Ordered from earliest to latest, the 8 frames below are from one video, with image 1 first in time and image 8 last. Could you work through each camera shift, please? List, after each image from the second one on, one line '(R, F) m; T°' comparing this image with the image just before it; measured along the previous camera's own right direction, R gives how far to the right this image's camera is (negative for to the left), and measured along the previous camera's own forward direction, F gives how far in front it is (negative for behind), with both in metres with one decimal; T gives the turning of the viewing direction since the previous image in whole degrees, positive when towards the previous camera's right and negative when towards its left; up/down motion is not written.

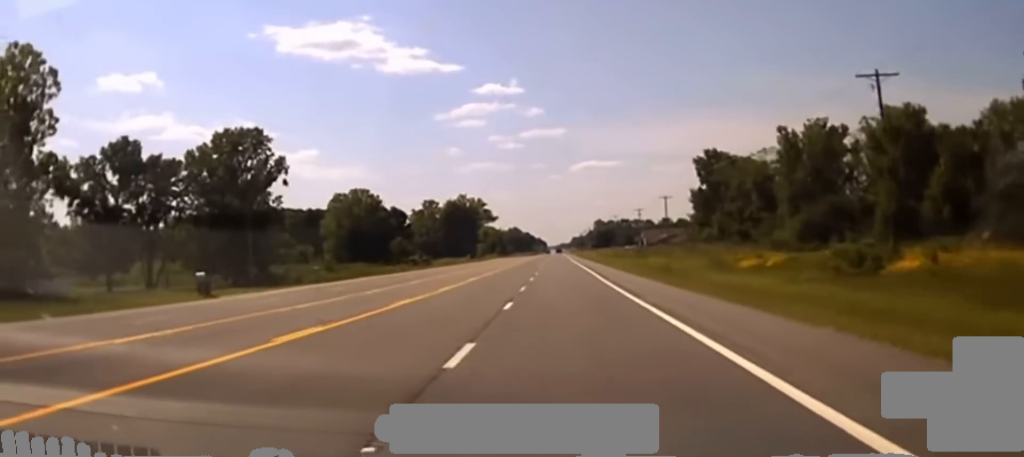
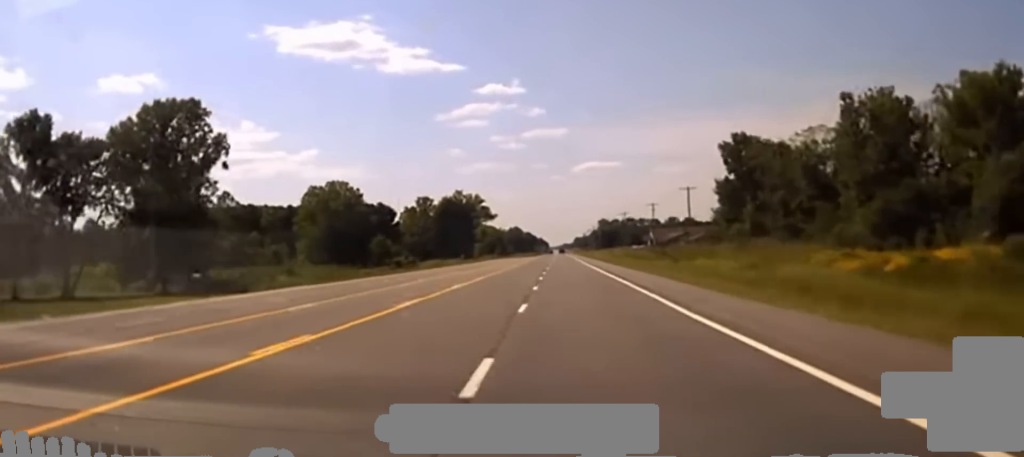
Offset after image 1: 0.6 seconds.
(-0.1, +30.9) m; 0°
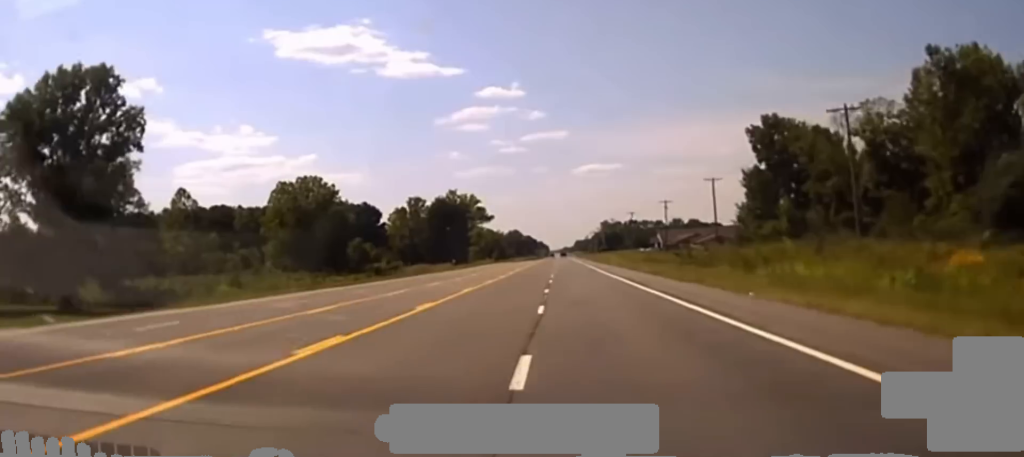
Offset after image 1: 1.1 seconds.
(-0.1, +26.7) m; 0°
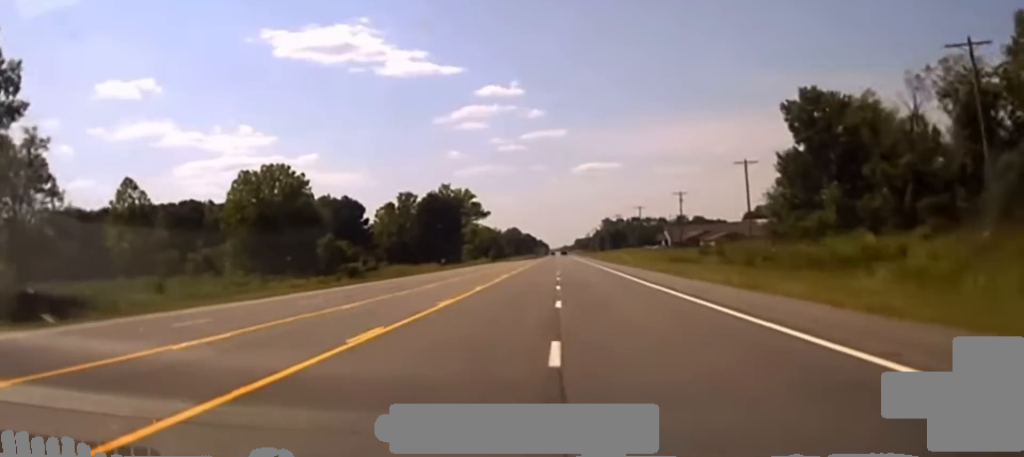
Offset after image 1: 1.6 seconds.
(-0.1, +24.4) m; 0°
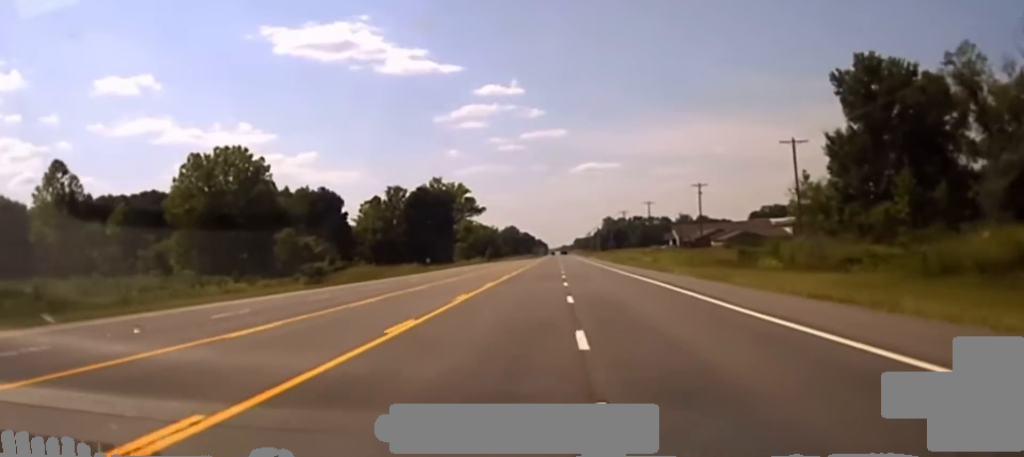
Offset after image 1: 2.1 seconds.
(0.0, +23.9) m; 0°
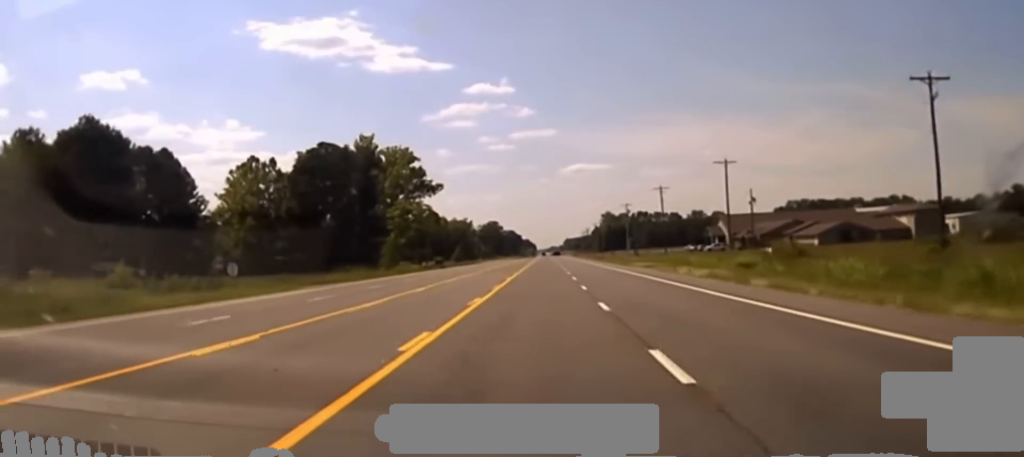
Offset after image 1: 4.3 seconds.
(+1.0, +100.6) m; +1°
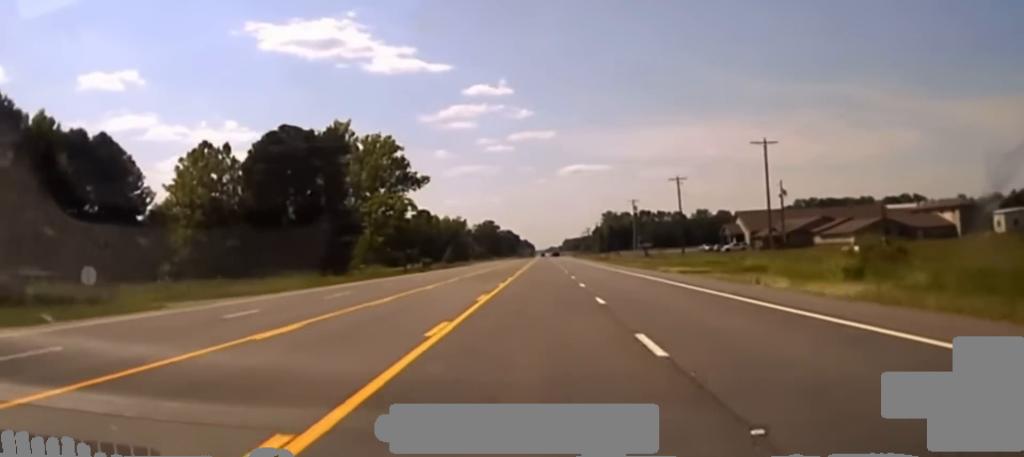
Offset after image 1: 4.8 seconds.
(0.0, +20.6) m; 0°
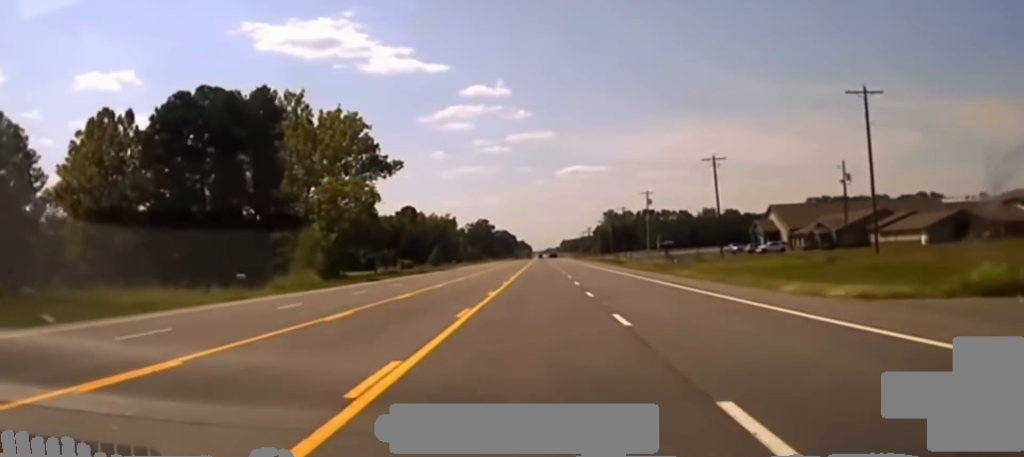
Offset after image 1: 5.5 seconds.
(0.0, +27.6) m; 0°
